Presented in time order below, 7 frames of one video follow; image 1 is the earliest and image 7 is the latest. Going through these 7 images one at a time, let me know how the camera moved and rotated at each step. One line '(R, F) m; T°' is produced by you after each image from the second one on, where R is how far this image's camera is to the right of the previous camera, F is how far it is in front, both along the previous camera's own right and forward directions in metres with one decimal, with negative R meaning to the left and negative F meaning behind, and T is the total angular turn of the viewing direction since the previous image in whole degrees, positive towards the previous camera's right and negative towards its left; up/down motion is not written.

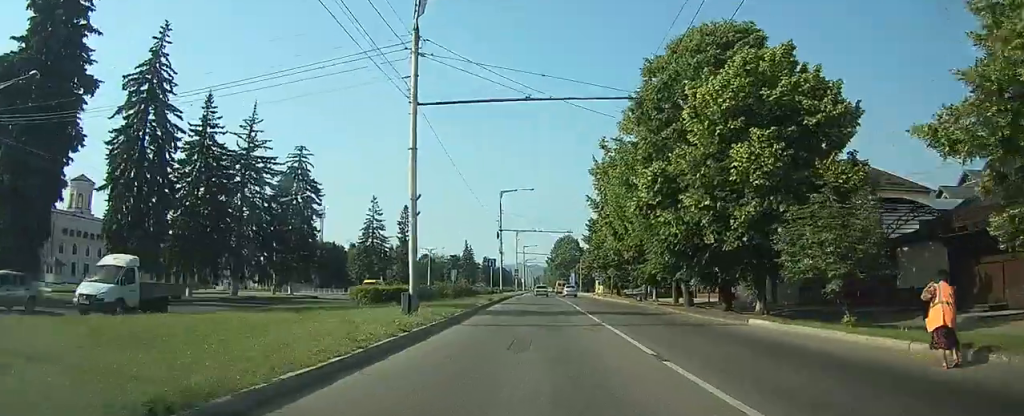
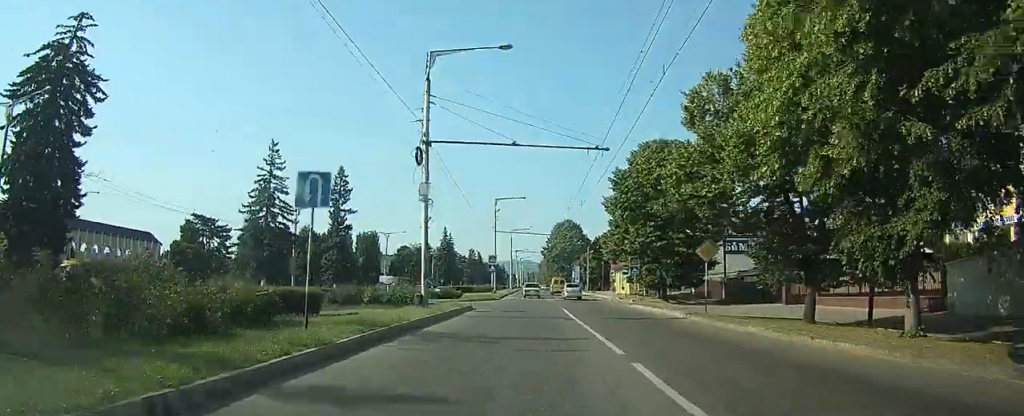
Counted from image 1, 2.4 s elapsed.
(+0.3, +37.4) m; 0°
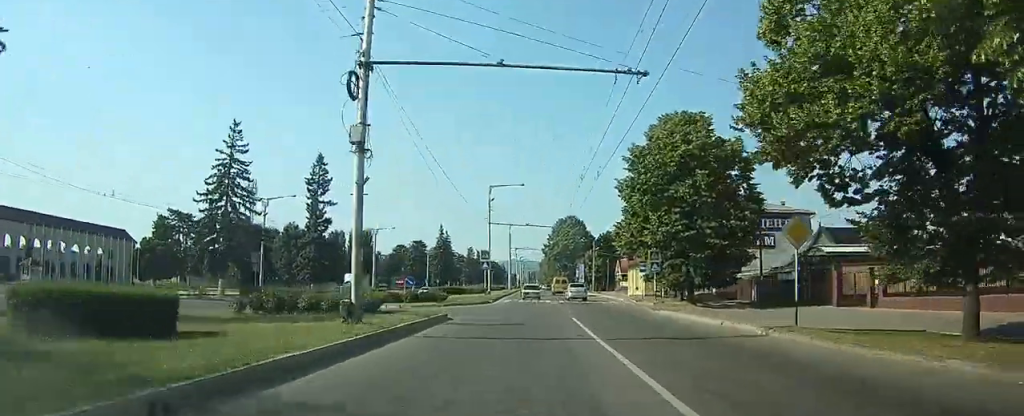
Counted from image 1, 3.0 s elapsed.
(0.0, +8.9) m; 0°
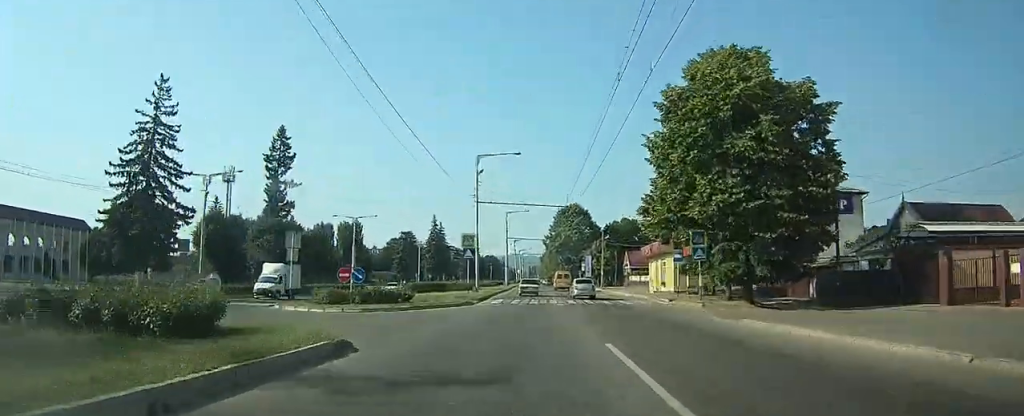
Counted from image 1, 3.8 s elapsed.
(+0.1, +12.3) m; +1°
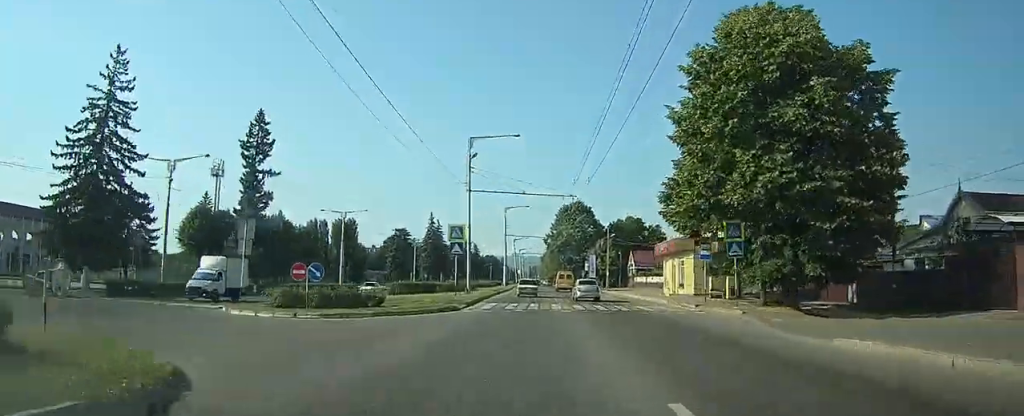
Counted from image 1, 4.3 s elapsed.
(0.0, +5.9) m; +1°
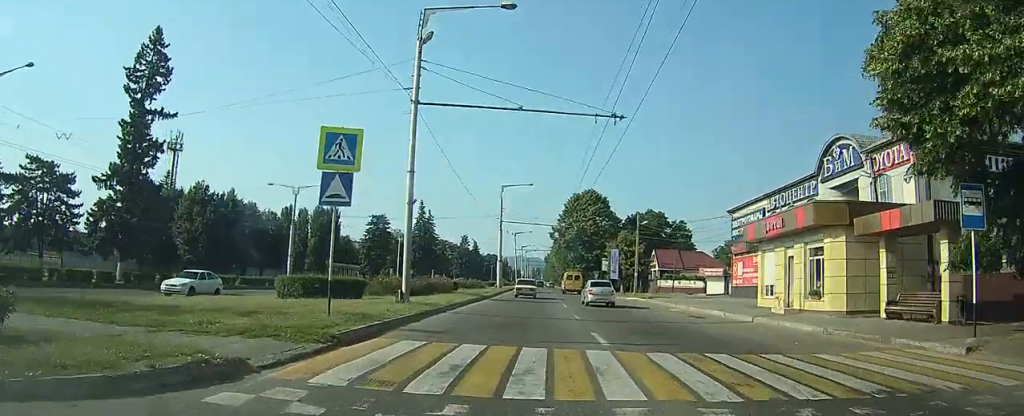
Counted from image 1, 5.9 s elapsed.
(+0.4, +20.6) m; +1°
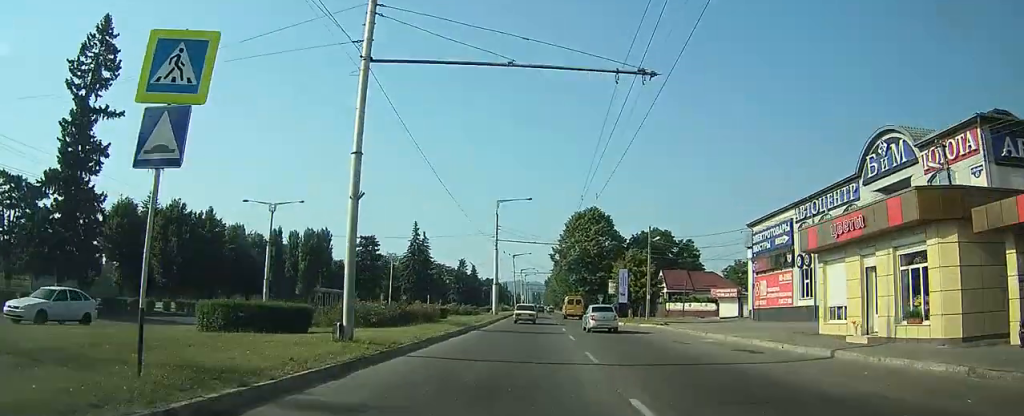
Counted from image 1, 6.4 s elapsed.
(-0.2, +6.4) m; -1°
